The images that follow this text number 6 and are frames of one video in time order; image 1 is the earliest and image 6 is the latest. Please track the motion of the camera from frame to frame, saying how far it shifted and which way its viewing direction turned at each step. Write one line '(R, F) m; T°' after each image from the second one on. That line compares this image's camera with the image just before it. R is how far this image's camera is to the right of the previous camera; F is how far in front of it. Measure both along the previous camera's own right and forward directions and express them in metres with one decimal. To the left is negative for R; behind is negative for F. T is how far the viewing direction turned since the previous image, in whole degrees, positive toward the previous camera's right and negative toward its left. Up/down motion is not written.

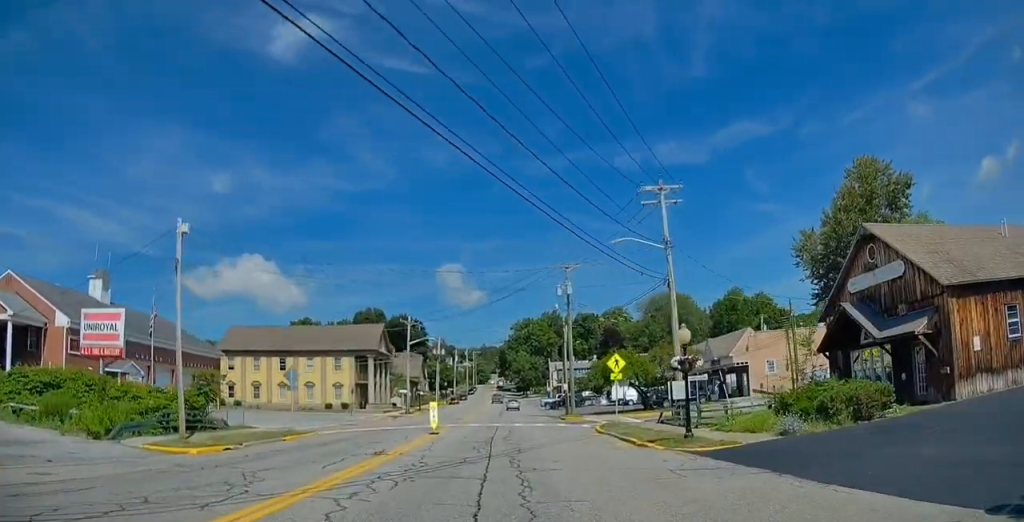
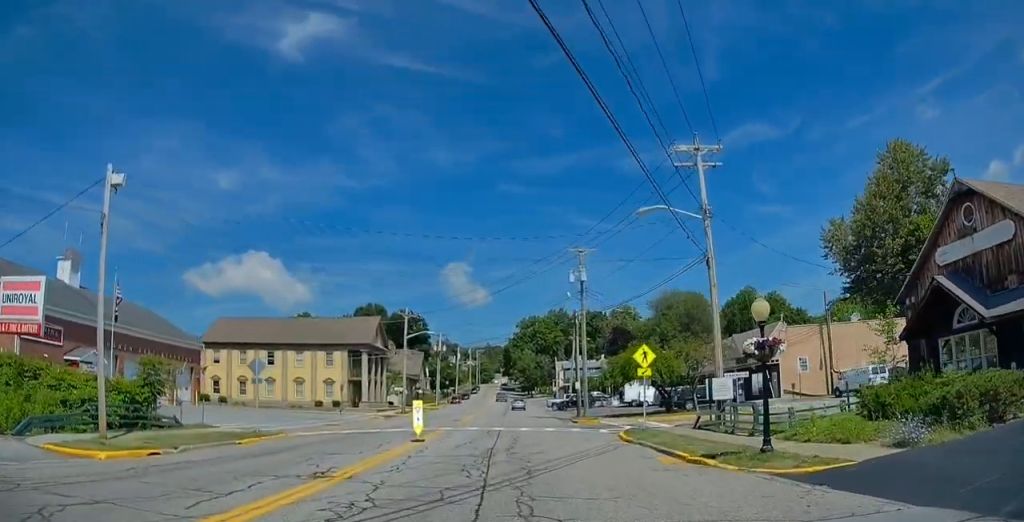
(0.0, +6.0) m; +1°
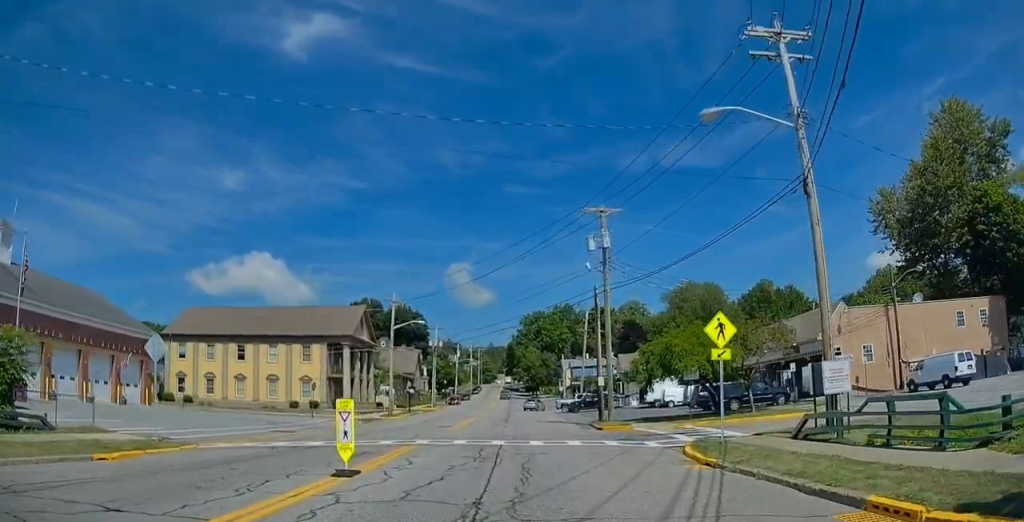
(+0.2, +10.3) m; 0°
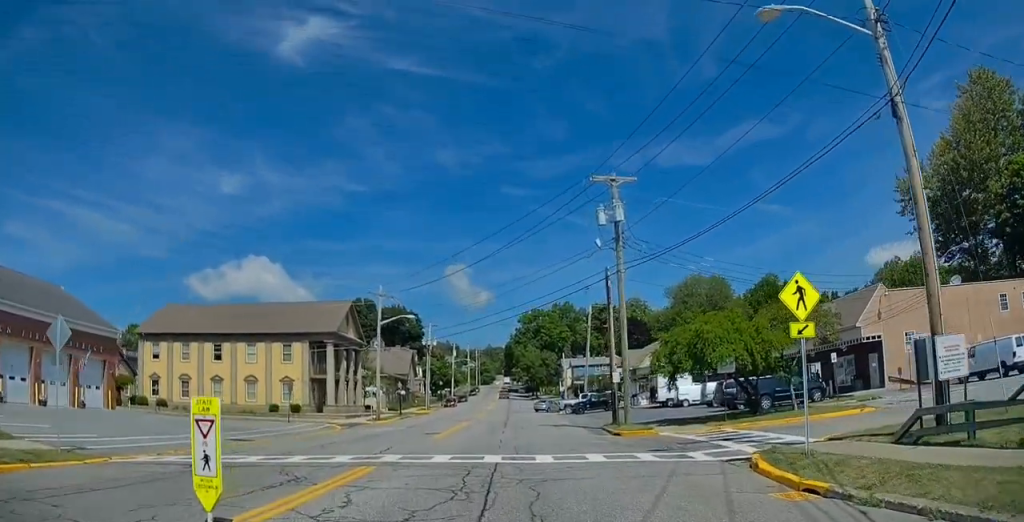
(-0.2, +5.4) m; -1°
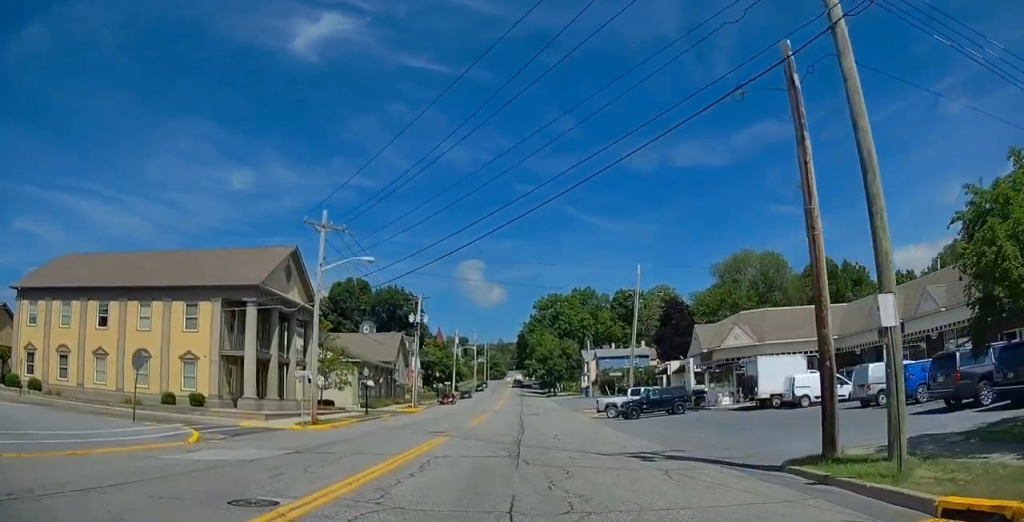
(+0.9, +22.1) m; +2°
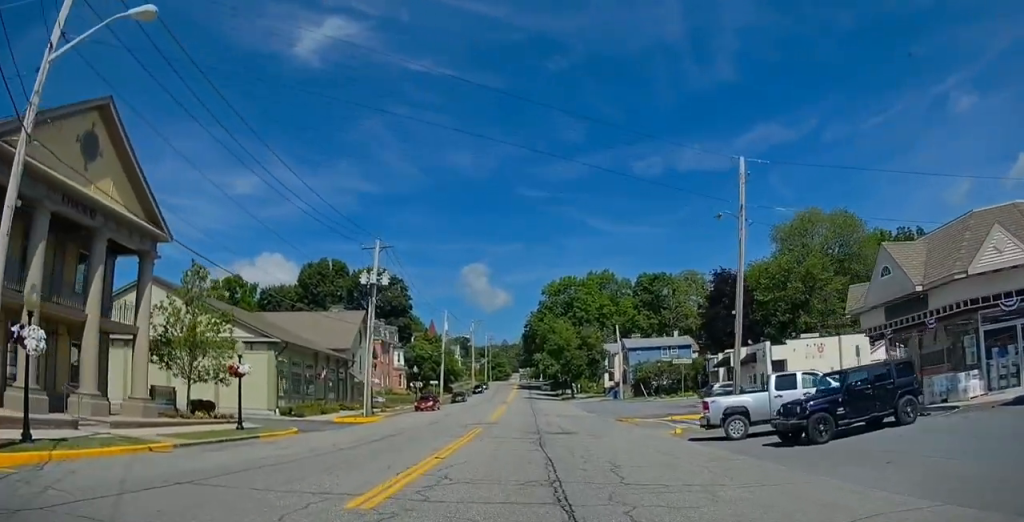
(-0.4, +25.2) m; 0°
